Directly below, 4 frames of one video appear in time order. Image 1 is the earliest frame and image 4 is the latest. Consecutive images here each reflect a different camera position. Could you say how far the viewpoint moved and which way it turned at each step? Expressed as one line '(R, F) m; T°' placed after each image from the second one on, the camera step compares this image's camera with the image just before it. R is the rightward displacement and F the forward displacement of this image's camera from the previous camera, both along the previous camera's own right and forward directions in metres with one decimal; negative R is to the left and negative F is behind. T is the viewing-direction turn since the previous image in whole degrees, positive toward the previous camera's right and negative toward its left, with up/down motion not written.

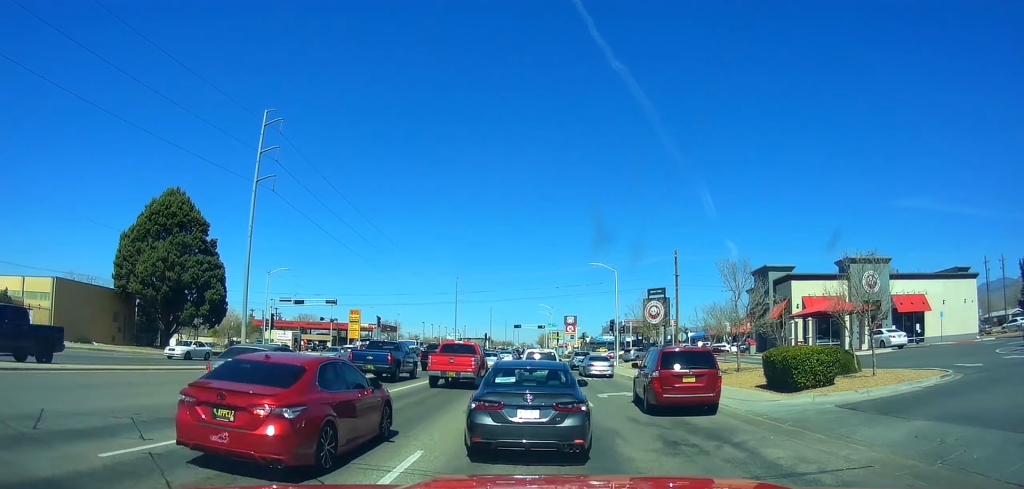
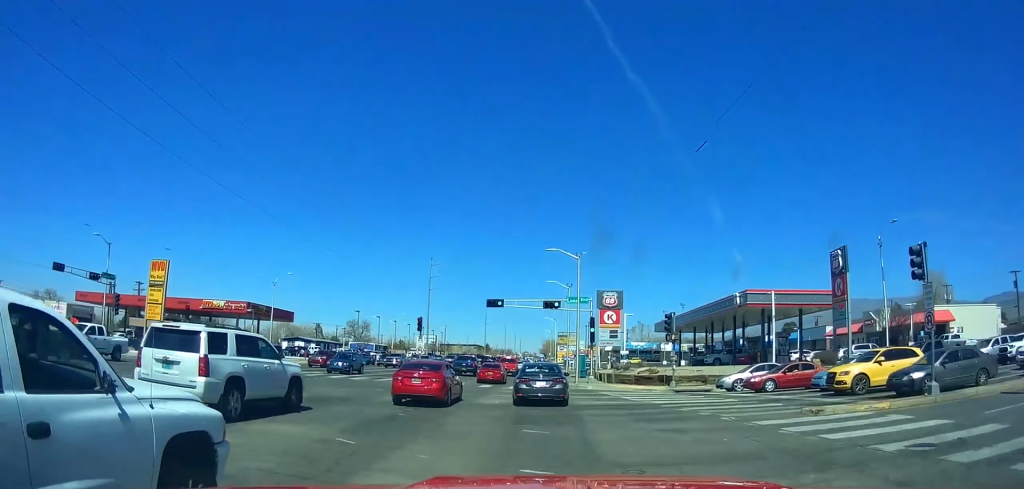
(+1.7, +54.1) m; +3°
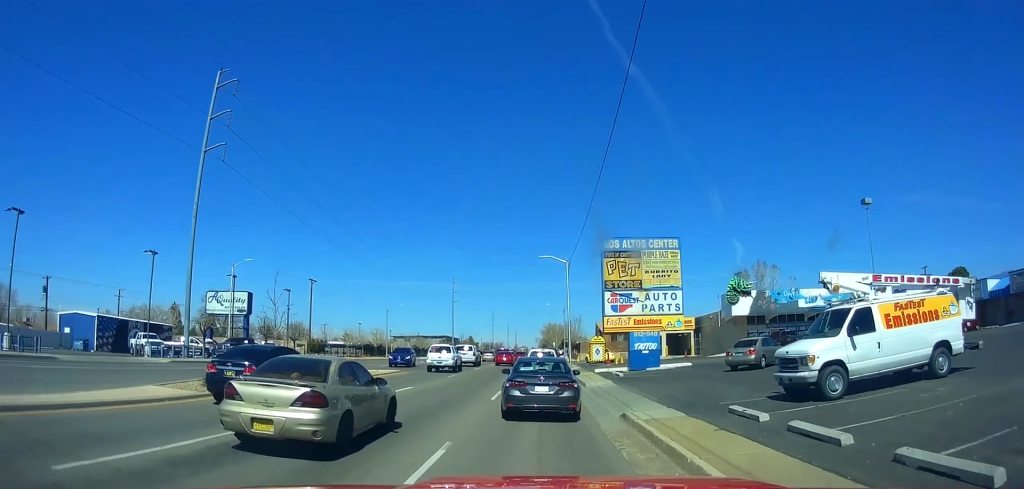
(-0.9, +99.4) m; 0°
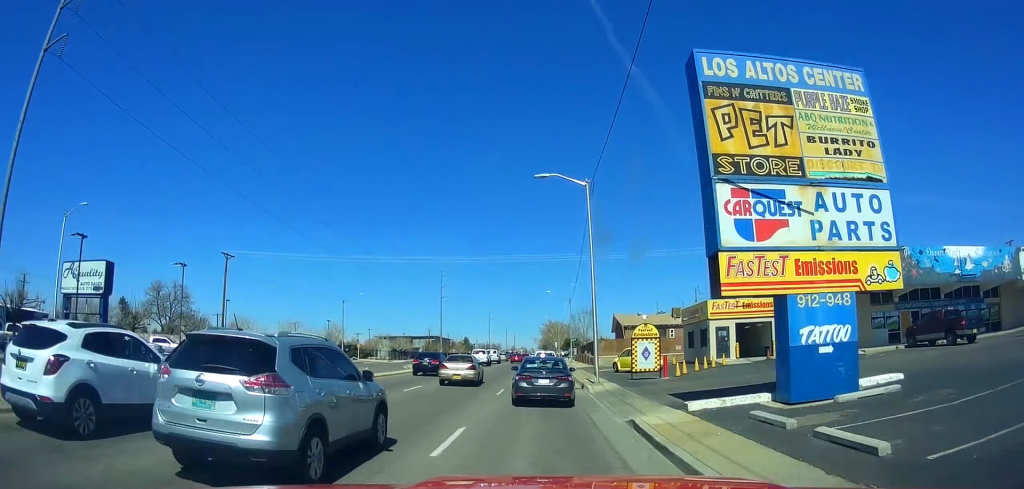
(0.0, +29.1) m; -1°
